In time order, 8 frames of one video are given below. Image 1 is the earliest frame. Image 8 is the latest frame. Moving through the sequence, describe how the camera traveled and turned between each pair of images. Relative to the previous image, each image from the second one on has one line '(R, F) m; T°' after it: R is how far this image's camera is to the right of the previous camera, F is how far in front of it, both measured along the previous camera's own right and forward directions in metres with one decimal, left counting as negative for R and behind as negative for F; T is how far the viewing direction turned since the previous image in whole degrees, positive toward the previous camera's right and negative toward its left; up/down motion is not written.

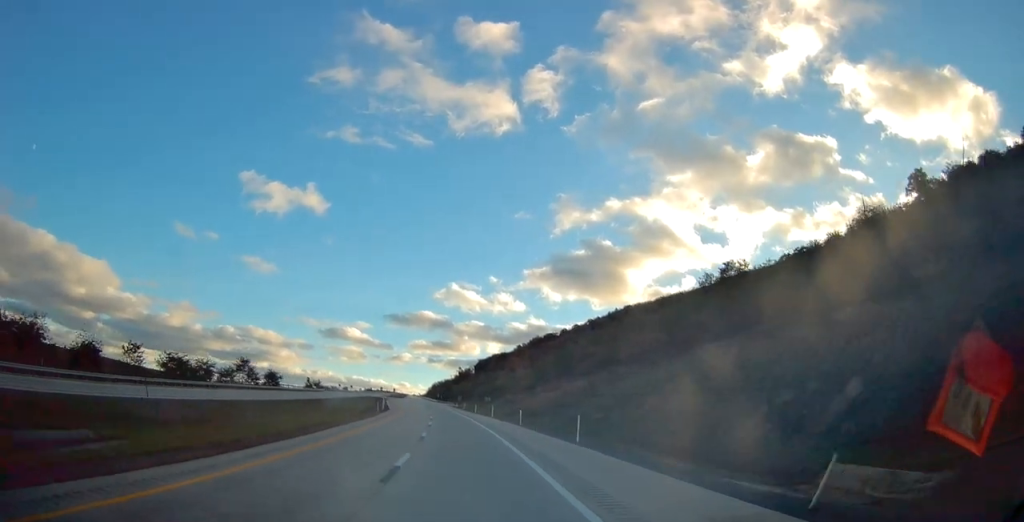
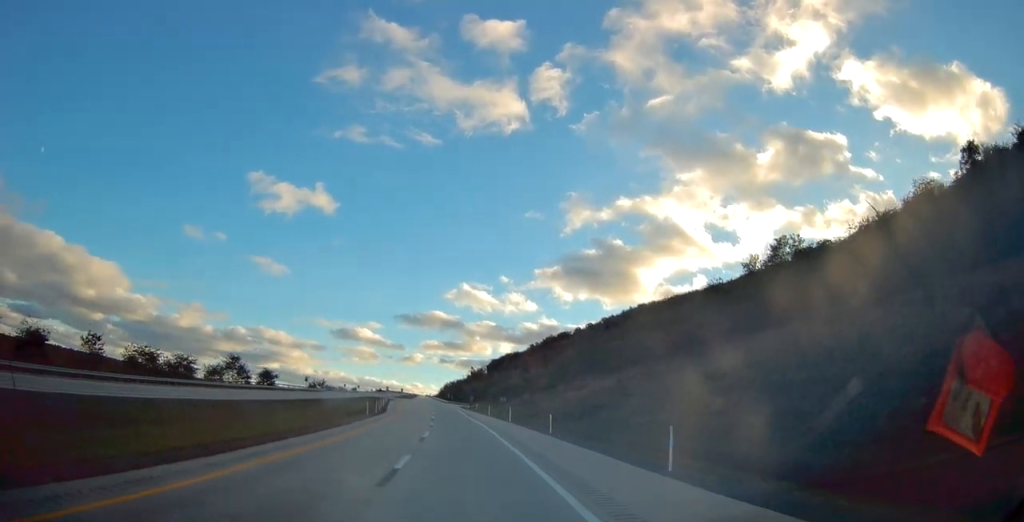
(+0.1, +12.6) m; -1°
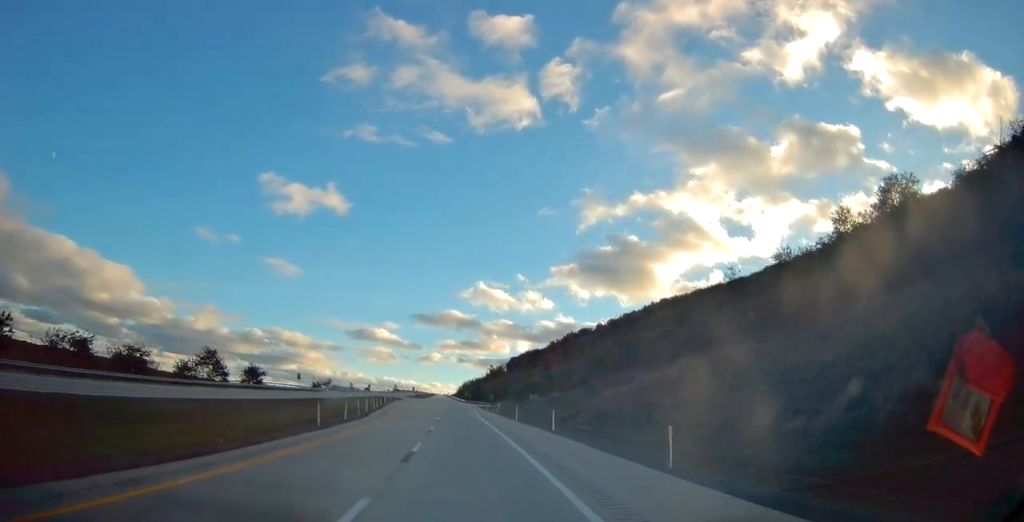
(-0.6, +20.5) m; -2°
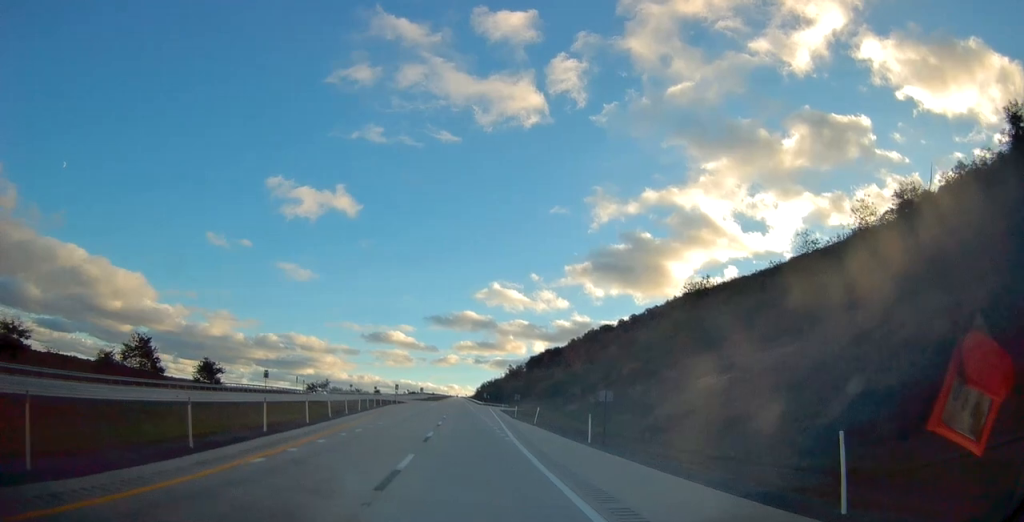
(-0.7, +29.4) m; -2°
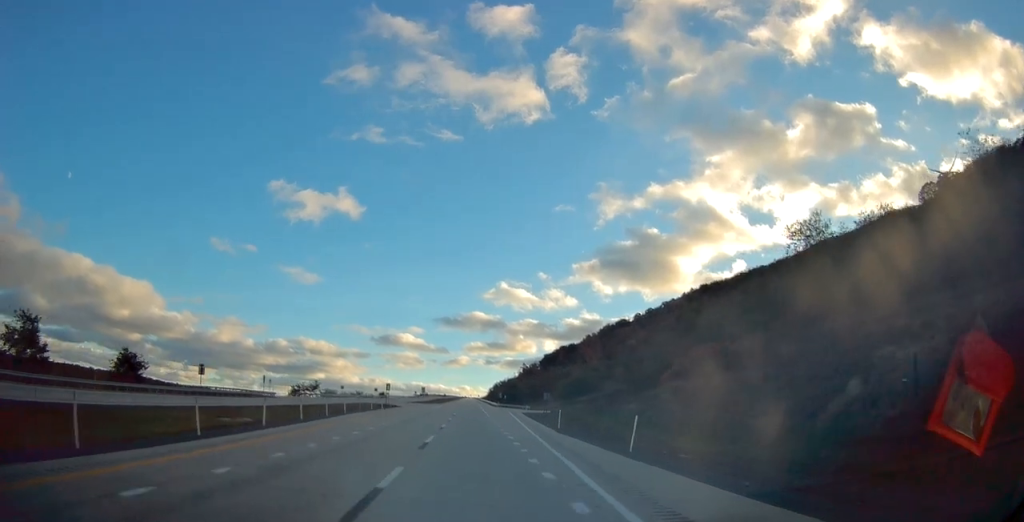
(-0.4, +27.6) m; -1°
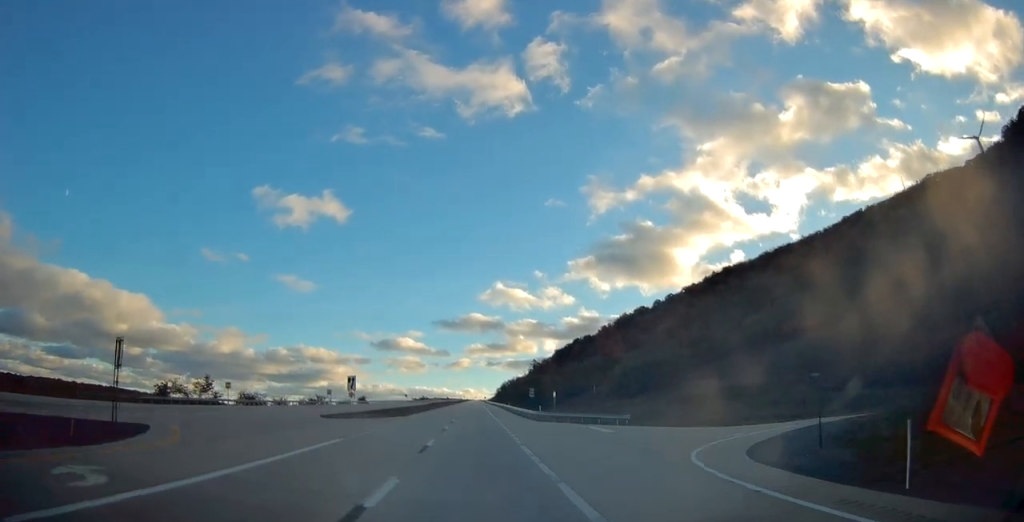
(-1.1, +74.7) m; -2°
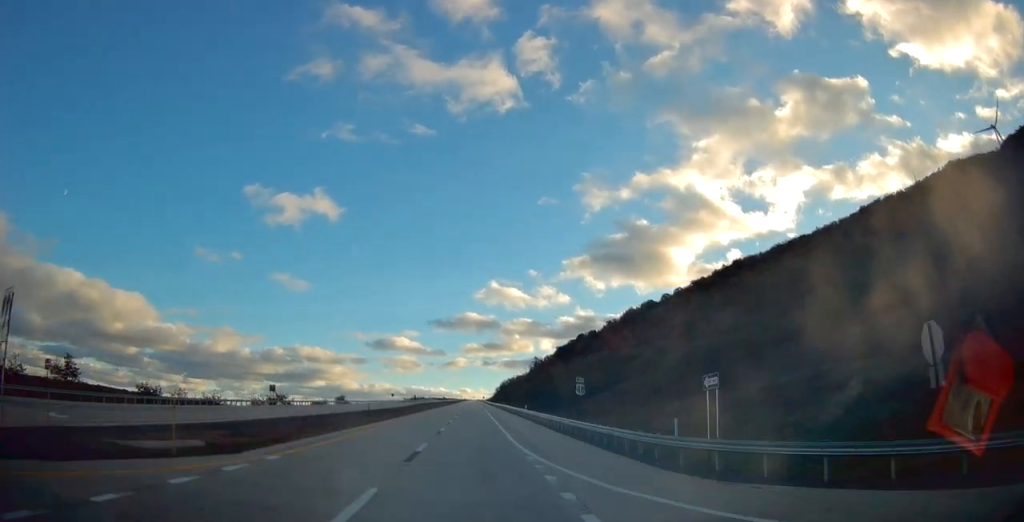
(+0.2, +38.4) m; +1°
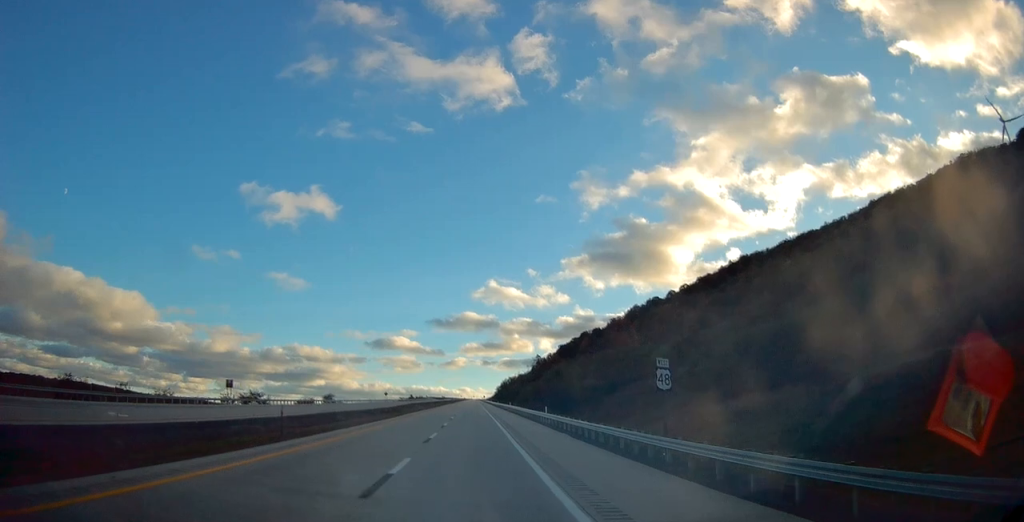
(+0.2, +18.7) m; 0°
